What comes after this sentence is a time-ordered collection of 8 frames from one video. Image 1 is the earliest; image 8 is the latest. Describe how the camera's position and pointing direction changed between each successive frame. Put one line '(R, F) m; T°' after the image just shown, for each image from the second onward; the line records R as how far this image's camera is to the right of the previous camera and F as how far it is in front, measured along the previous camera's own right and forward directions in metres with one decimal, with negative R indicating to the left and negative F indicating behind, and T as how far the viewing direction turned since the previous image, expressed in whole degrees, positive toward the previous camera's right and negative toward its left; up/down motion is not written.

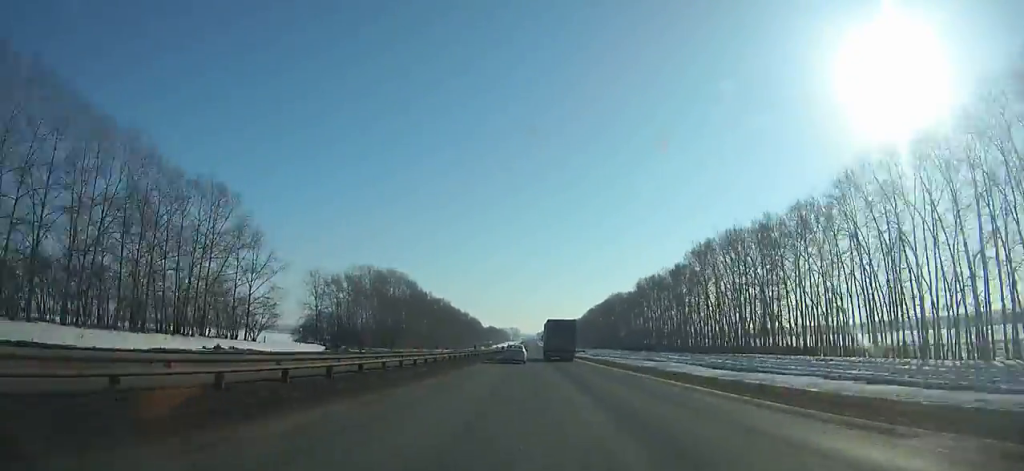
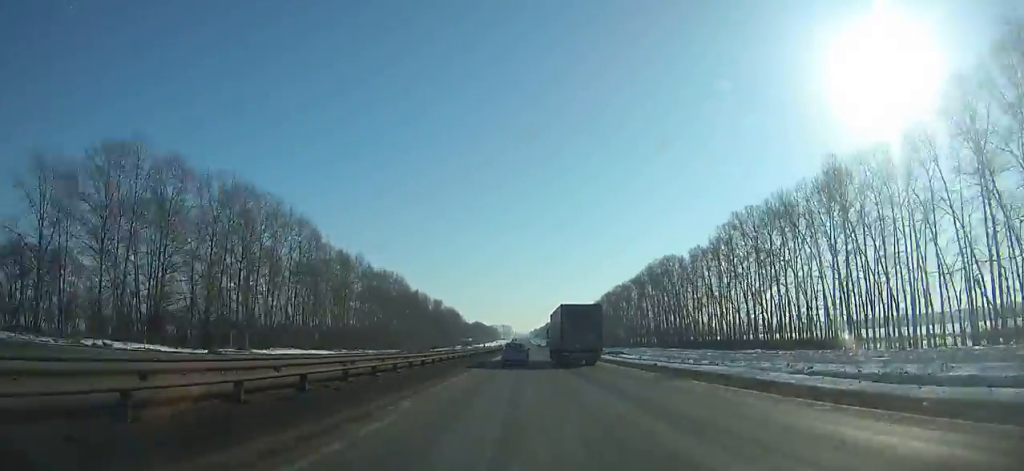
(+0.2, +102.7) m; 0°
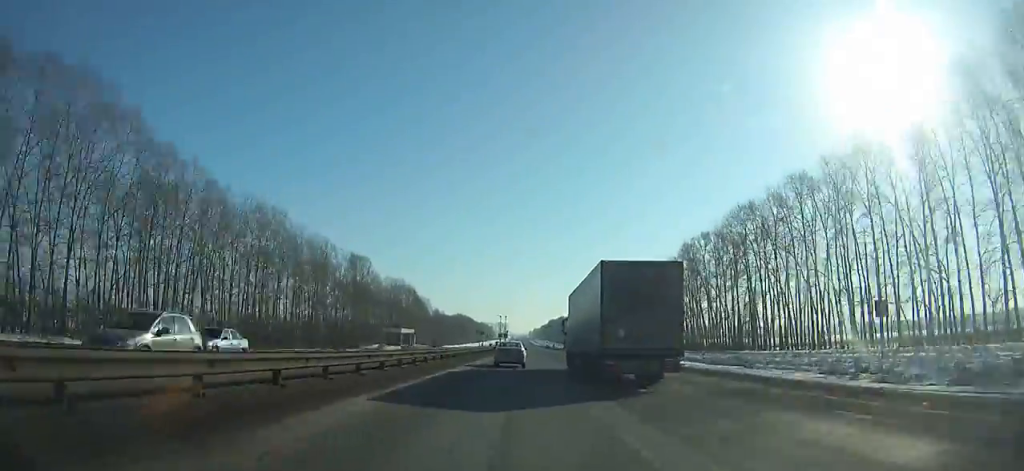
(+0.7, +152.6) m; 0°
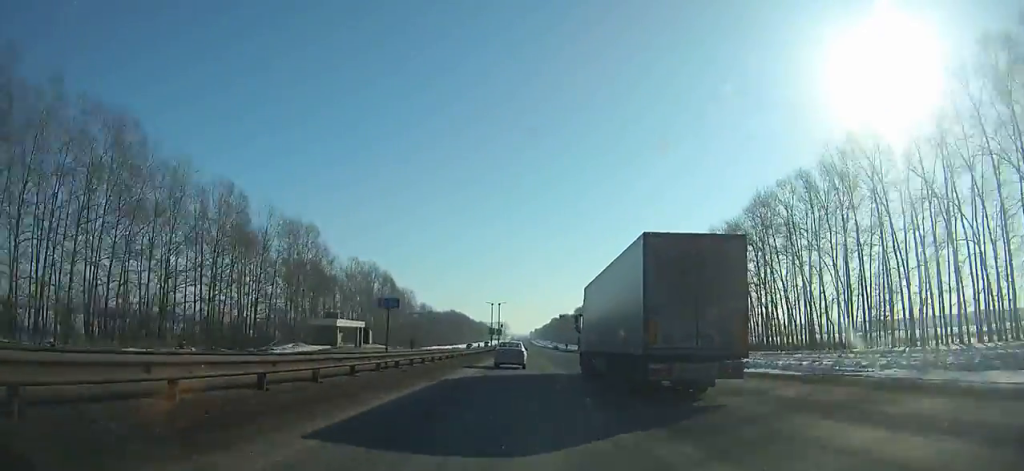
(-0.1, +46.2) m; 0°
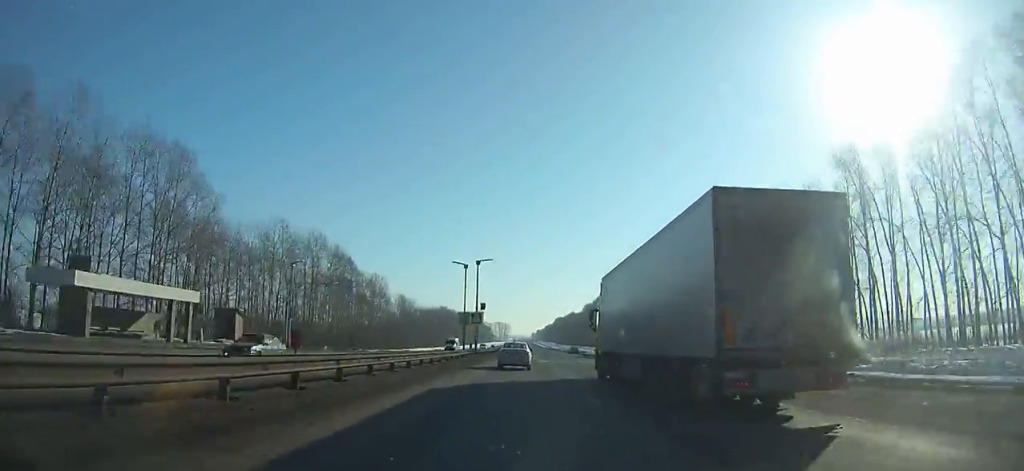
(-0.1, +53.8) m; 0°
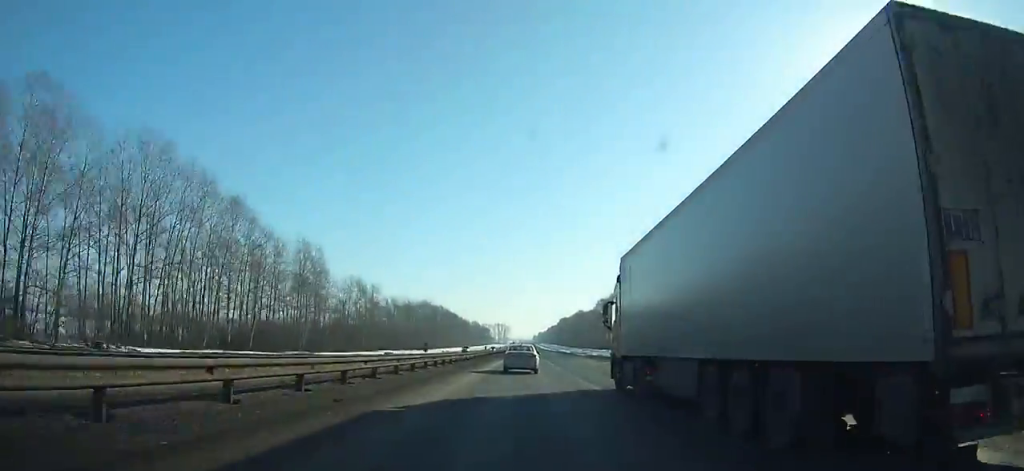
(0.0, +64.2) m; 0°
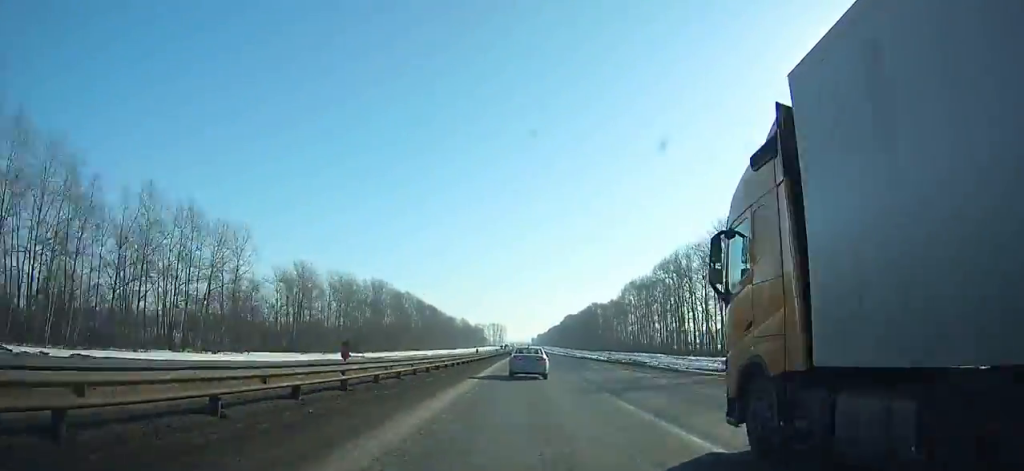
(+0.2, +91.5) m; 0°
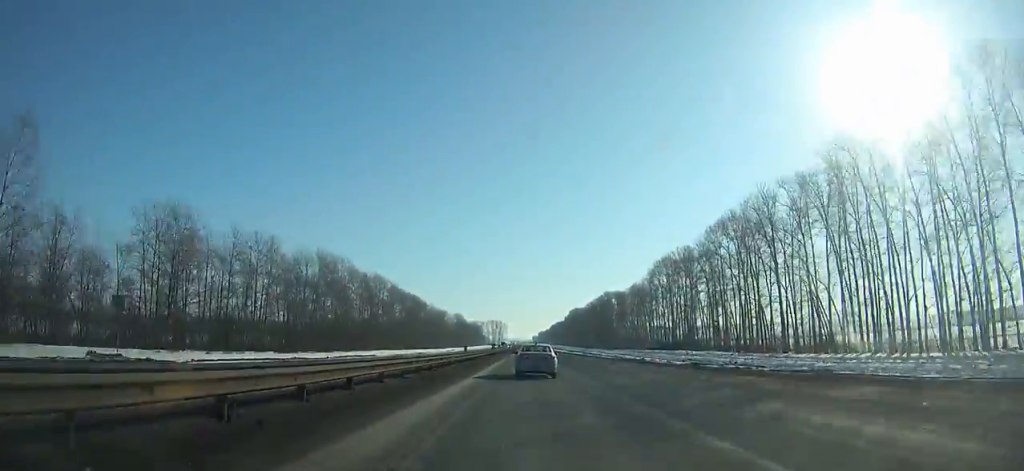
(+0.3, +50.6) m; 0°
